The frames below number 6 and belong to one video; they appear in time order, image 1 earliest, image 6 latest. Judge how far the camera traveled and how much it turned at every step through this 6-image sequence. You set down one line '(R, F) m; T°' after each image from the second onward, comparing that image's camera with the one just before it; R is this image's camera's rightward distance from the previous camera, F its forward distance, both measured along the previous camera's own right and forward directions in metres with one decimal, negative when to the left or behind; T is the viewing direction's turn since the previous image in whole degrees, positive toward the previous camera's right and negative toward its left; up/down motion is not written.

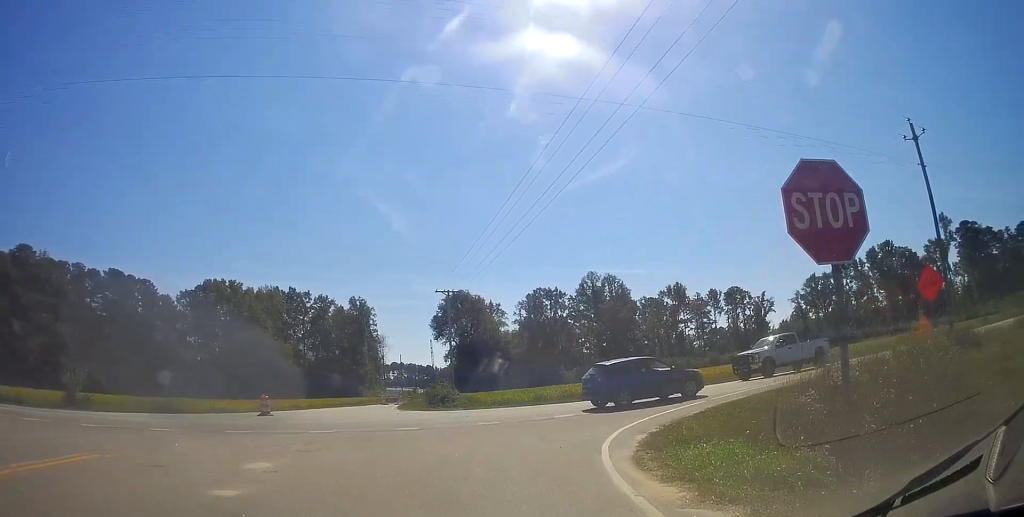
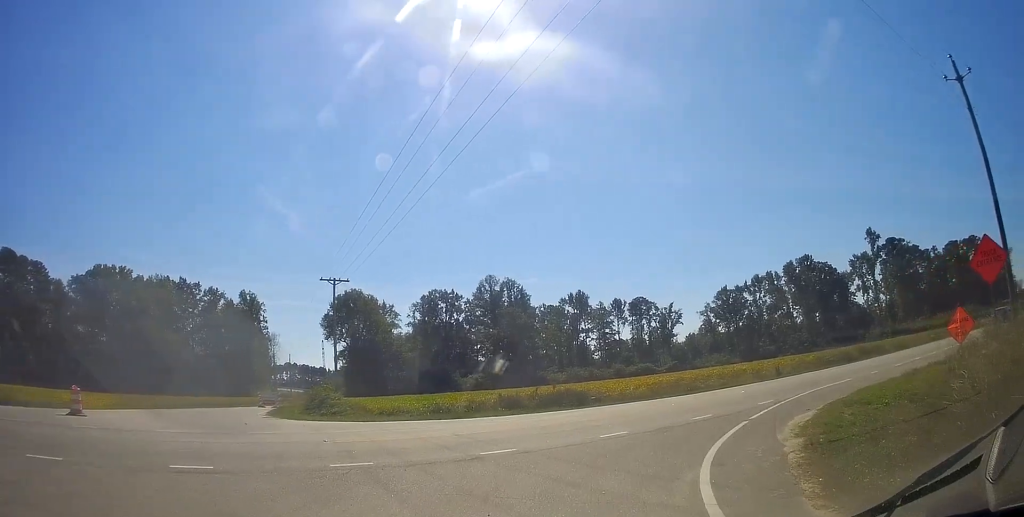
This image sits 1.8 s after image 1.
(-0.2, +13.6) m; +7°
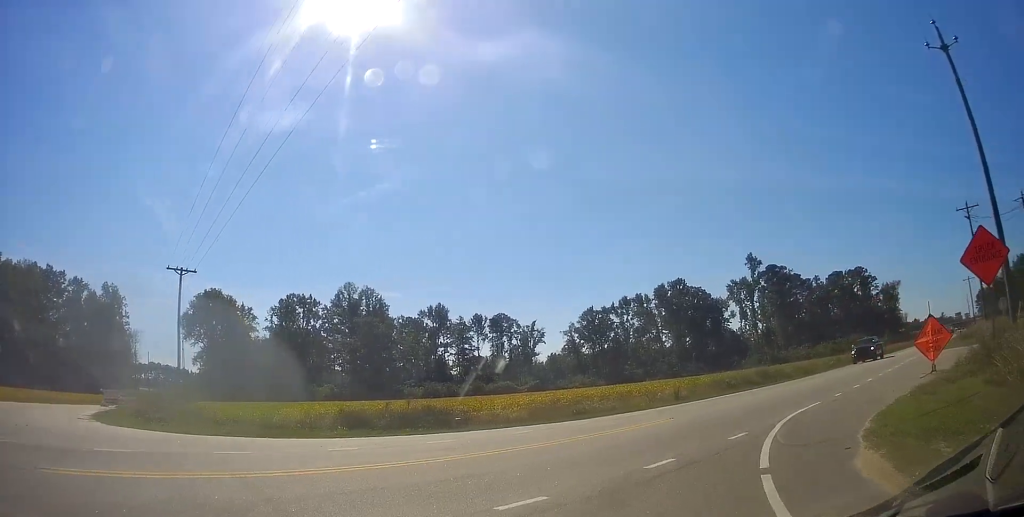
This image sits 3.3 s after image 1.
(+2.0, +5.9) m; +38°
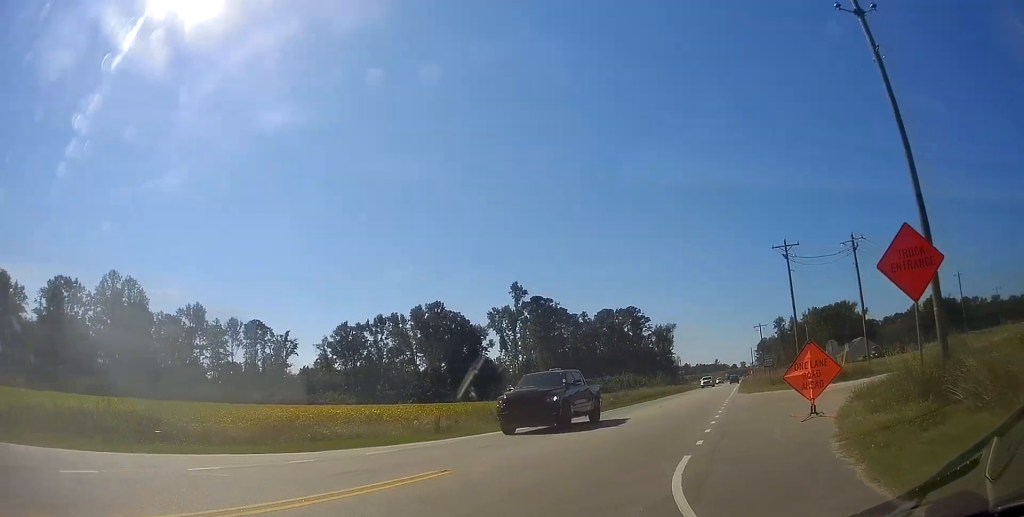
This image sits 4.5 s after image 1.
(+0.9, +3.8) m; +13°
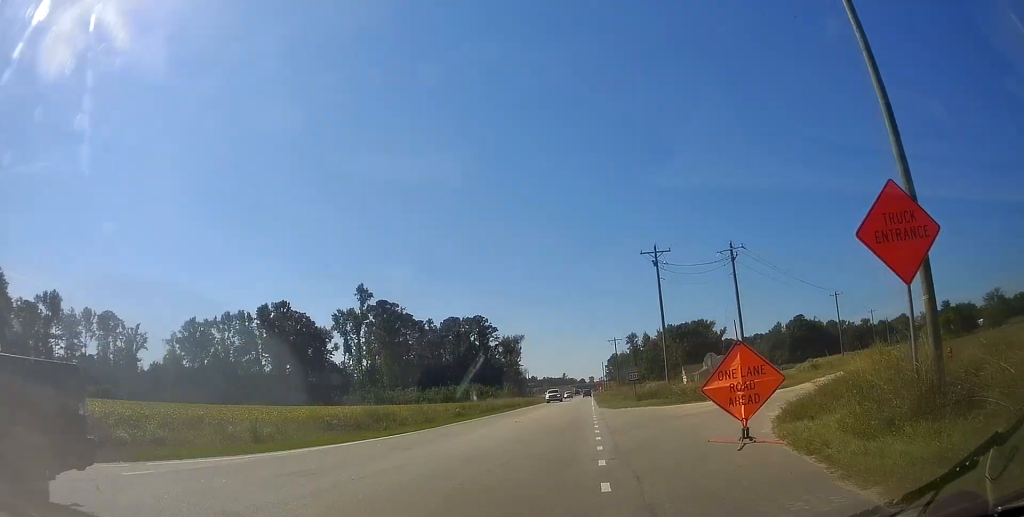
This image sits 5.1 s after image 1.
(0.0, +2.1) m; +1°
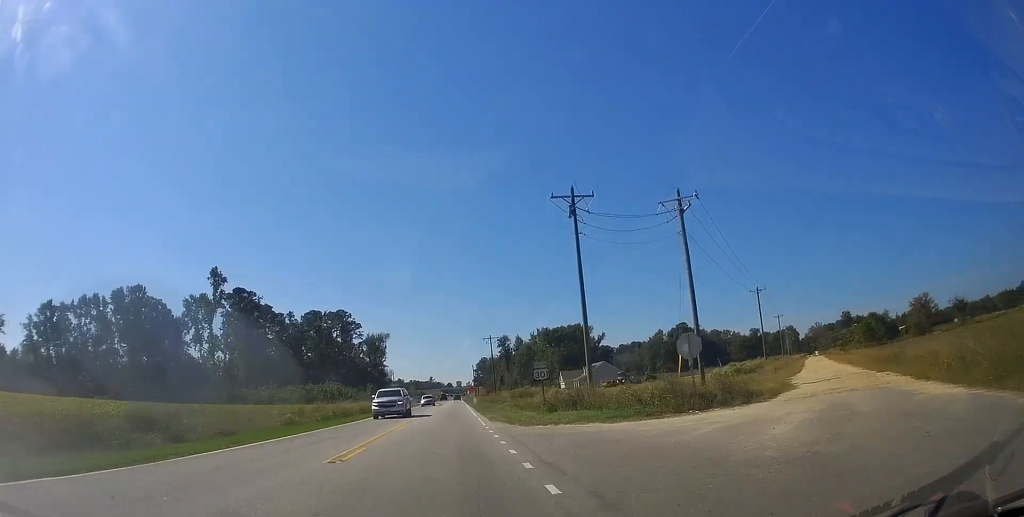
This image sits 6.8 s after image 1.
(+1.0, +7.4) m; +19°
